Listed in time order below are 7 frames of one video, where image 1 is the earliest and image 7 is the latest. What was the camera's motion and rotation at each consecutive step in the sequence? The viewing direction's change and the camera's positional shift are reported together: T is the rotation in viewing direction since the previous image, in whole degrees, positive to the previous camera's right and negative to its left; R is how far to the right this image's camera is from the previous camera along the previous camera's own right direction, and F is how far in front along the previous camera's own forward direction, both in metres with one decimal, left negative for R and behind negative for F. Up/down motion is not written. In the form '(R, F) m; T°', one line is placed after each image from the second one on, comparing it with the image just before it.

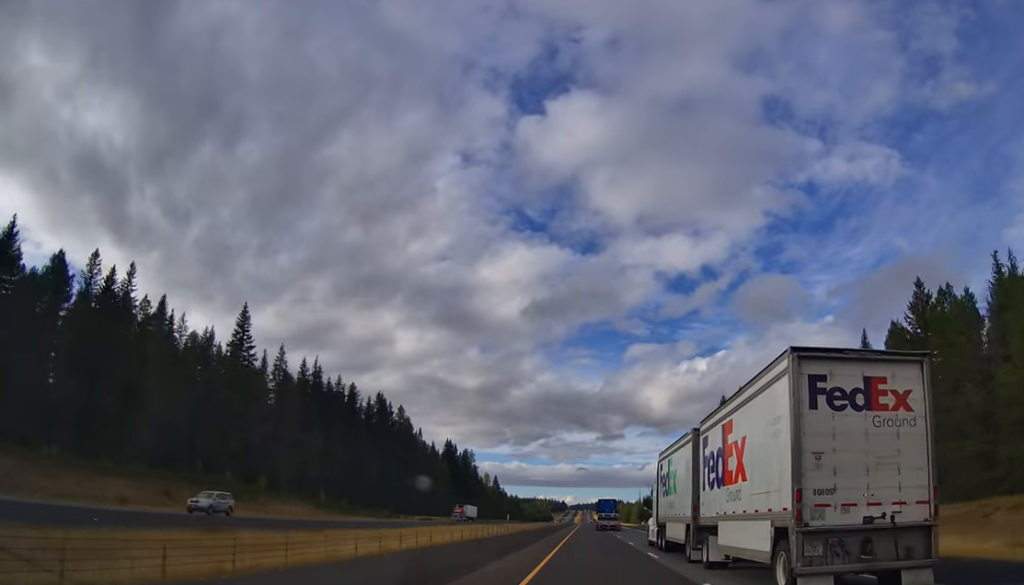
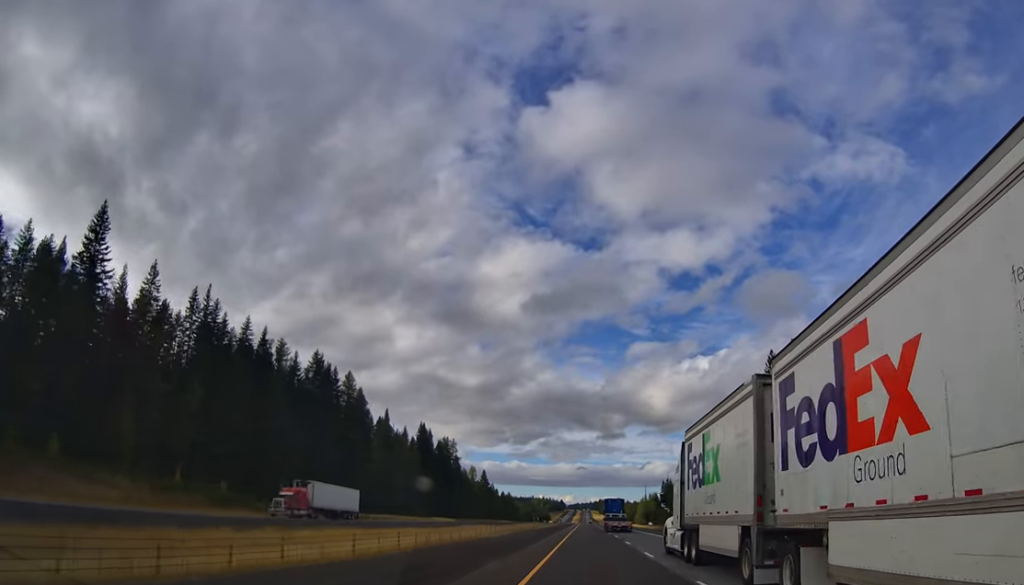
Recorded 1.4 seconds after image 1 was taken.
(-0.9, +48.8) m; -1°
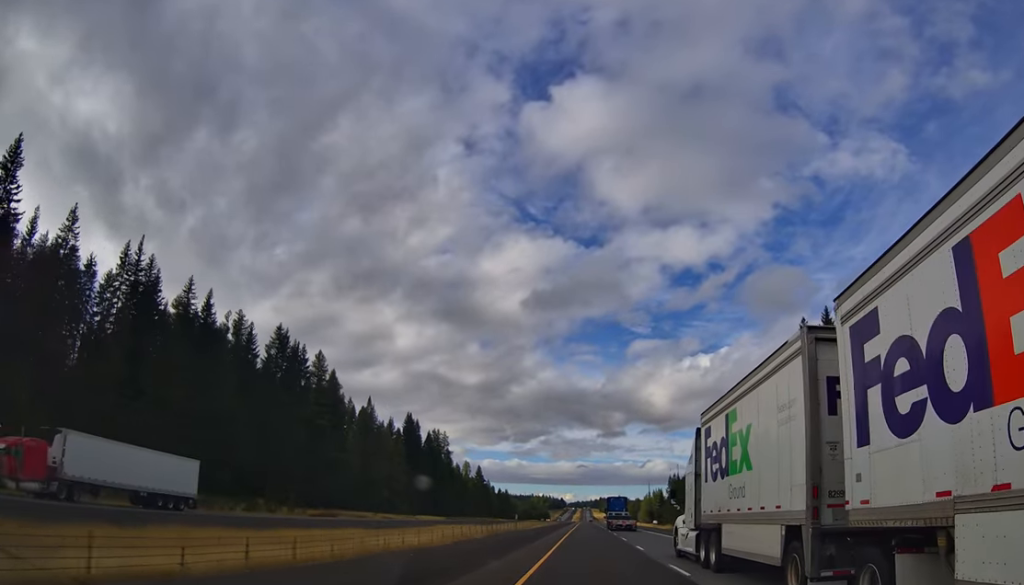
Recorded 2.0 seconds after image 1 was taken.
(+0.5, +20.4) m; +1°
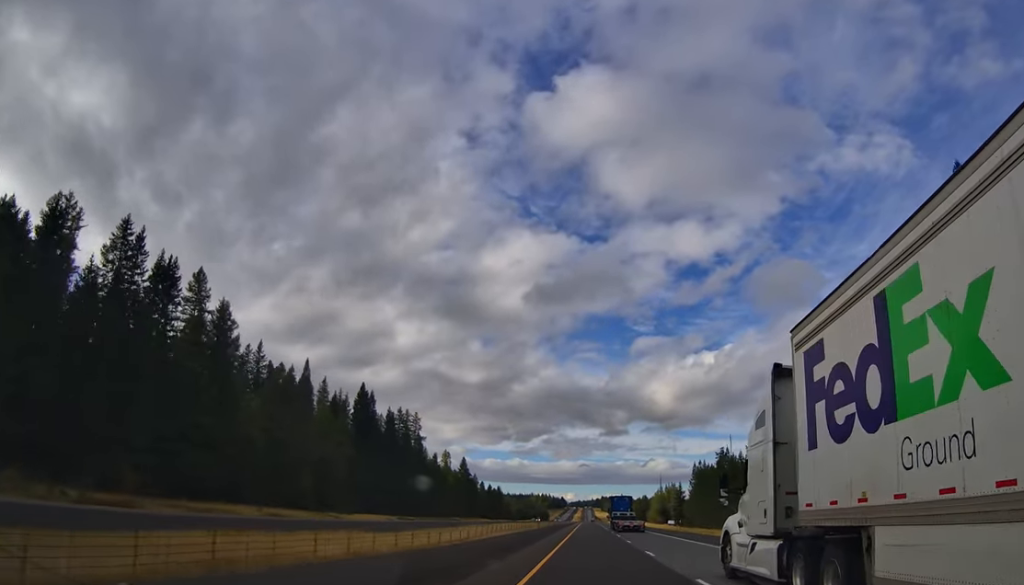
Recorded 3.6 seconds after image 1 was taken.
(+0.2, +53.3) m; 0°
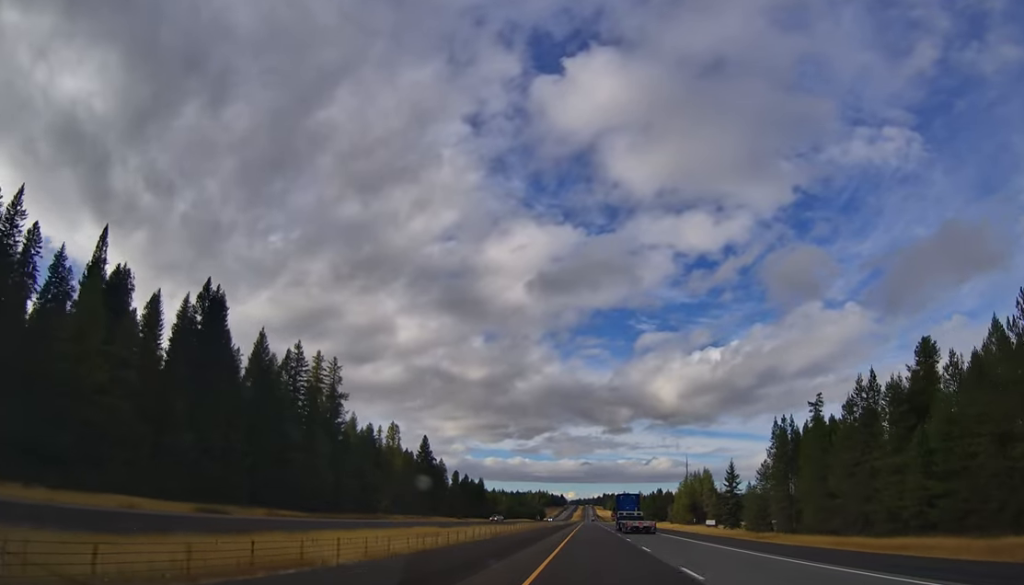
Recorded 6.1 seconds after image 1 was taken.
(+0.2, +83.8) m; 0°
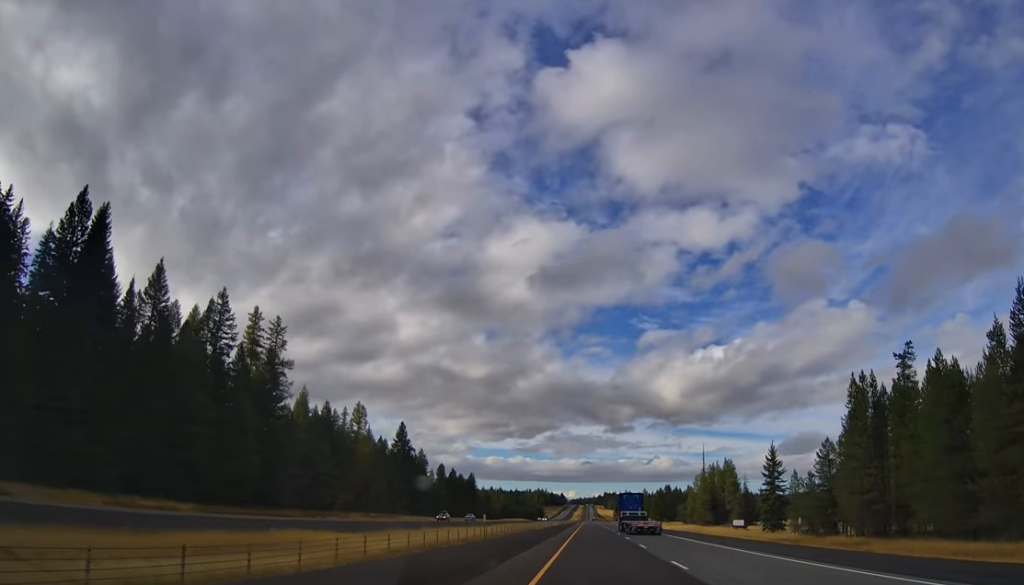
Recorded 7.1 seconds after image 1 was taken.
(-0.4, +33.8) m; -1°
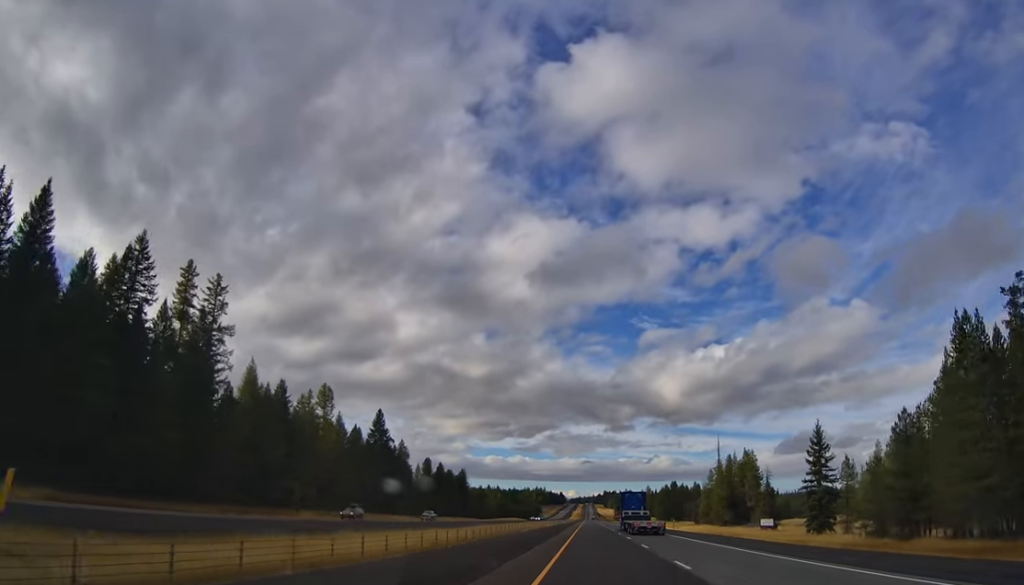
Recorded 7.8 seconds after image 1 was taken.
(-0.2, +24.8) m; 0°
